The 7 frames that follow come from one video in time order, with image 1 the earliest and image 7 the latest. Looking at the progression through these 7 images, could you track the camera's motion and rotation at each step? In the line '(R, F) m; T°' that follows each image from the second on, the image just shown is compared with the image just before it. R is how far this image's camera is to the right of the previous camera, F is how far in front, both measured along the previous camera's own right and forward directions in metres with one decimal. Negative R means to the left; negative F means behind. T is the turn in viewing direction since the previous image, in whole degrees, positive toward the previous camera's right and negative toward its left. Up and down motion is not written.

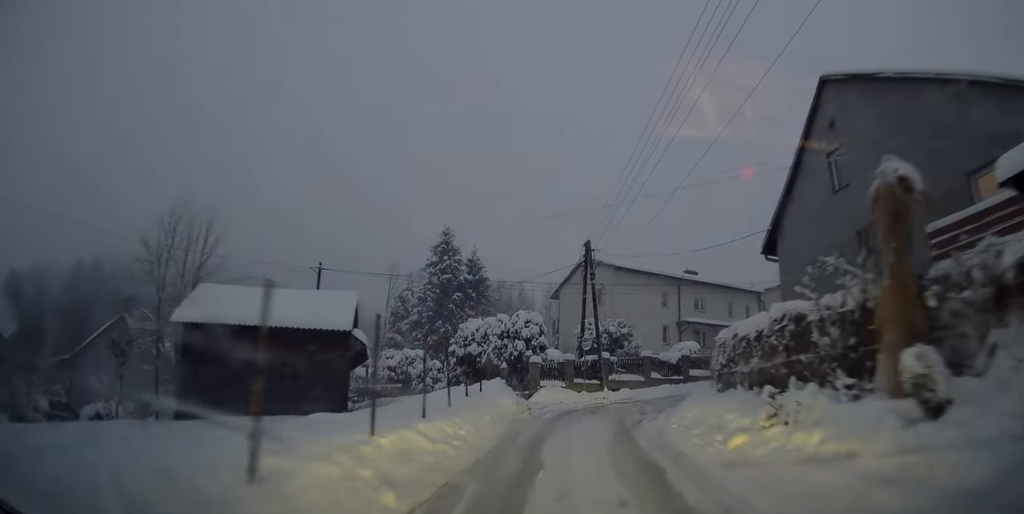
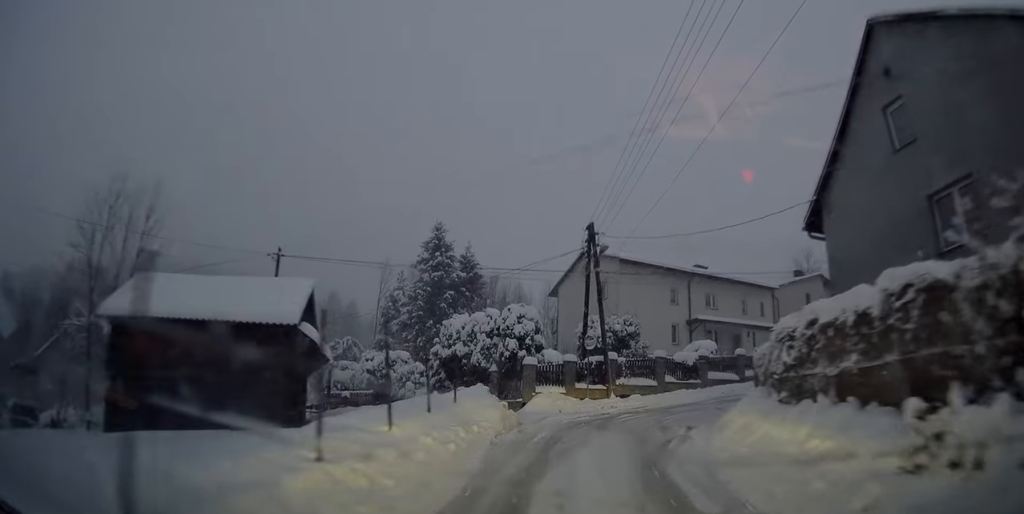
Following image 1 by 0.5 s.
(0.0, +3.7) m; +1°
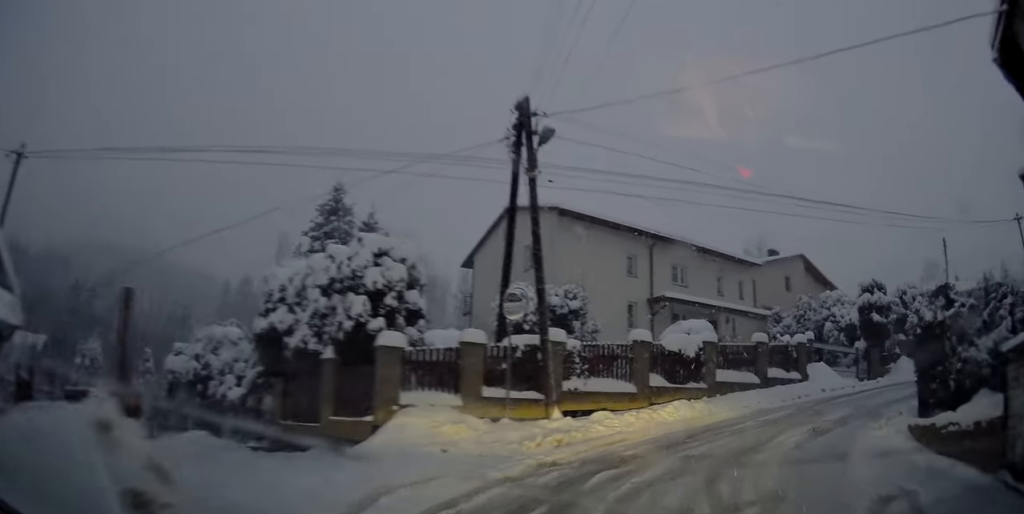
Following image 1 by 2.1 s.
(+0.4, +11.1) m; +7°
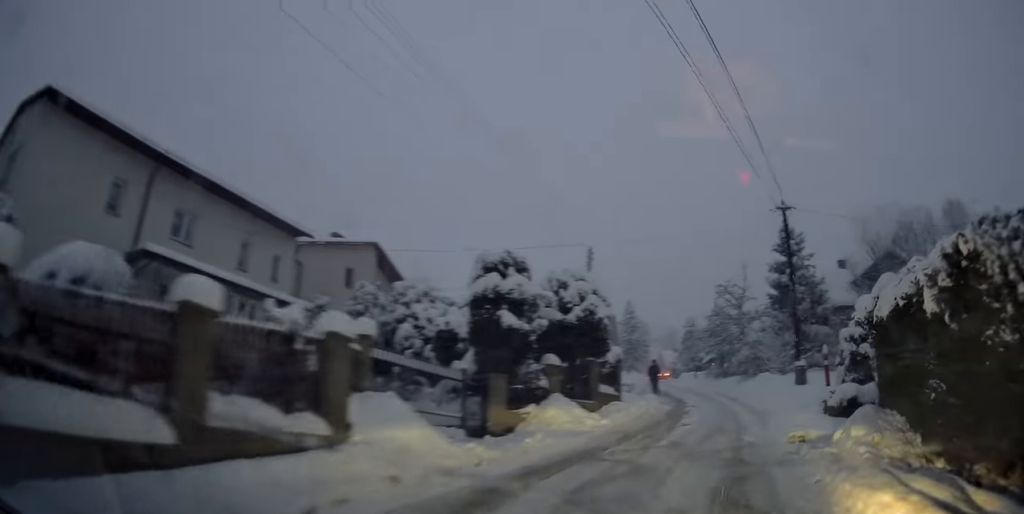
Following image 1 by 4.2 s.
(+2.3, +13.1) m; +26°
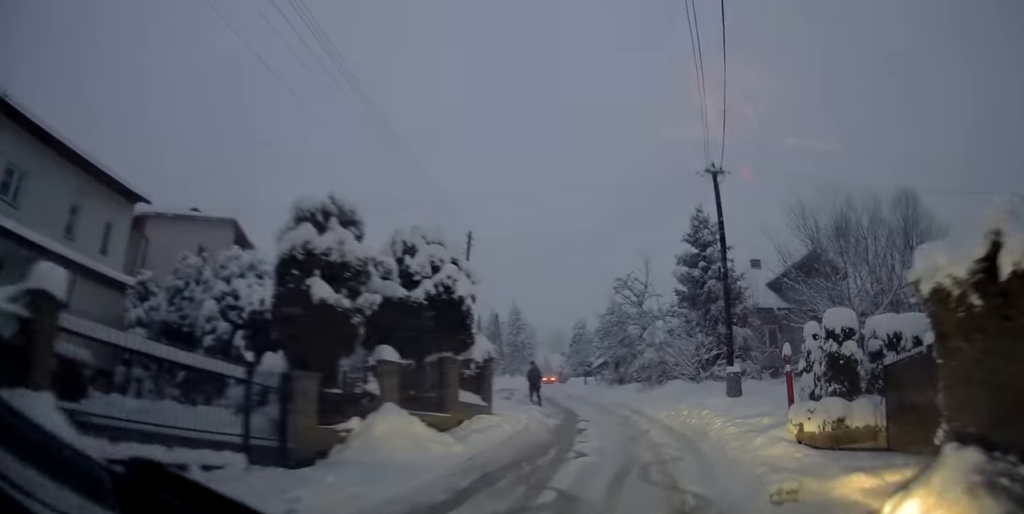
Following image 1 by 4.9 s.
(+0.3, +4.9) m; +16°
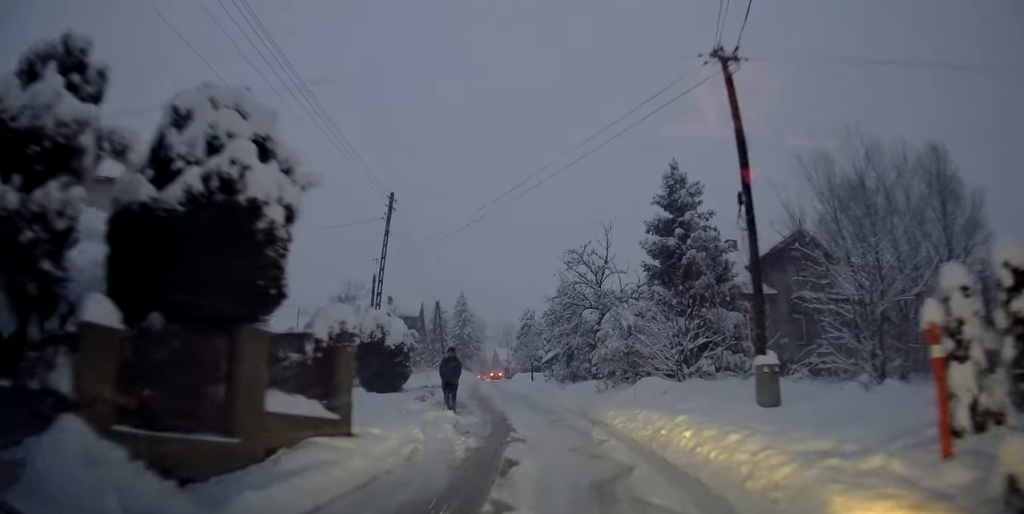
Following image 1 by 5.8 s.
(+1.3, +6.2) m; +15°
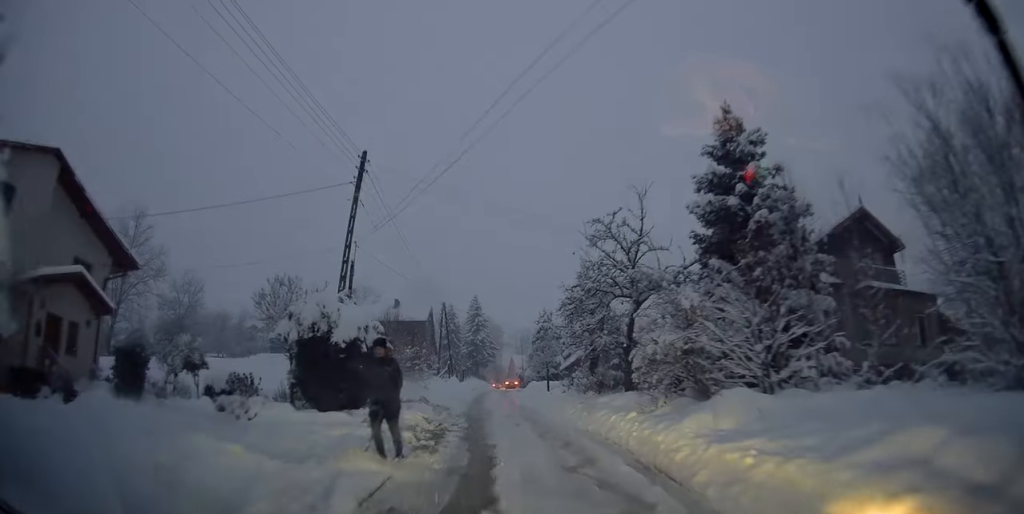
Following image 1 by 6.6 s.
(+0.6, +6.5) m; +2°
